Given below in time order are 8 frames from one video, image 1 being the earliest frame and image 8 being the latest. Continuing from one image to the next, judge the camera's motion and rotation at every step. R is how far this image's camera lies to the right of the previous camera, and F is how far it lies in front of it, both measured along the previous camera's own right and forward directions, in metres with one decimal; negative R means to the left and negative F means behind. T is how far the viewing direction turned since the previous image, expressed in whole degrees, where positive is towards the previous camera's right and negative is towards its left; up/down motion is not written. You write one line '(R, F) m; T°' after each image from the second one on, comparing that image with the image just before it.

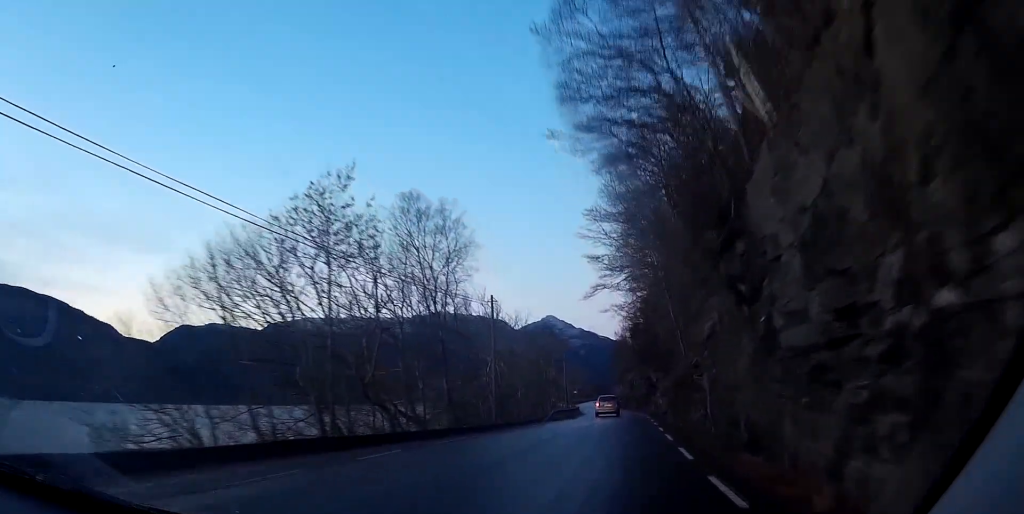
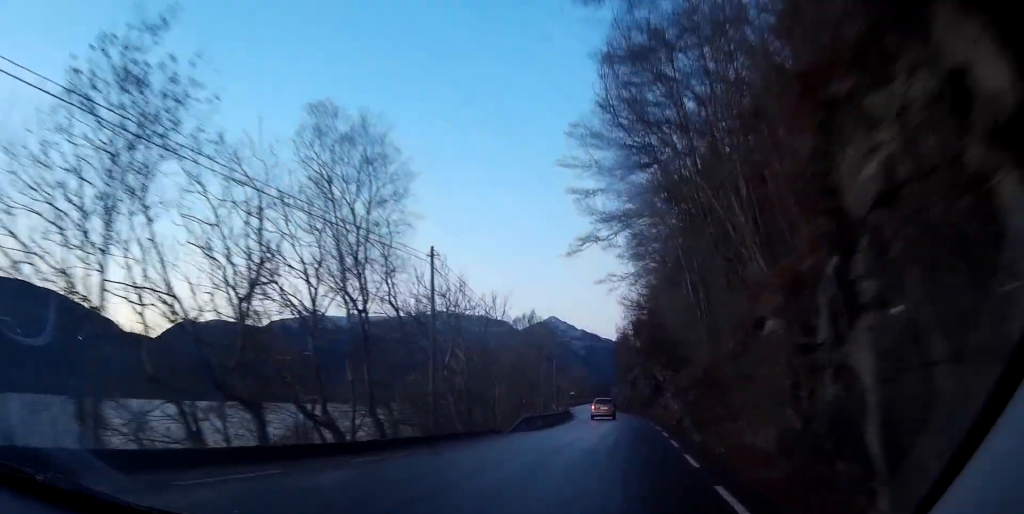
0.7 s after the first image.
(-0.1, +12.7) m; -2°
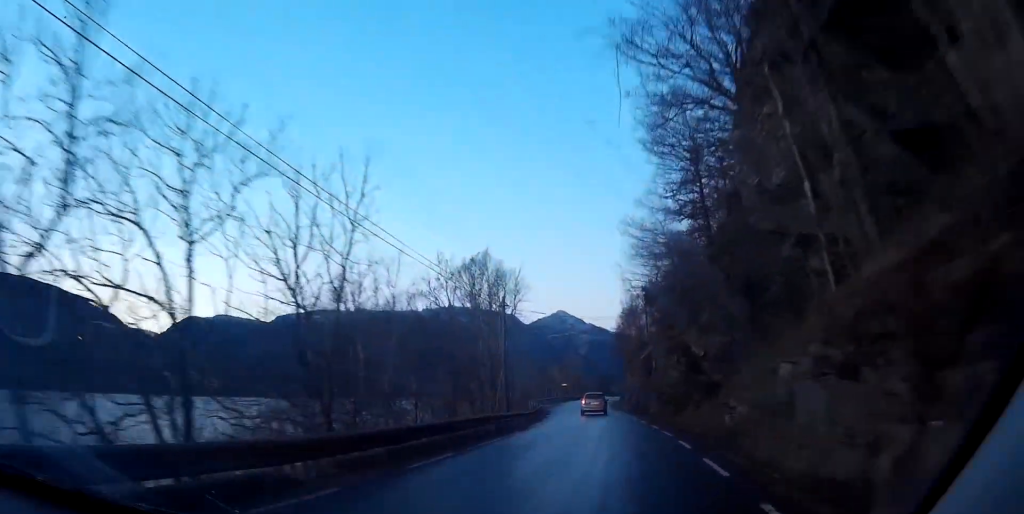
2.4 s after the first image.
(-1.0, +31.6) m; -4°
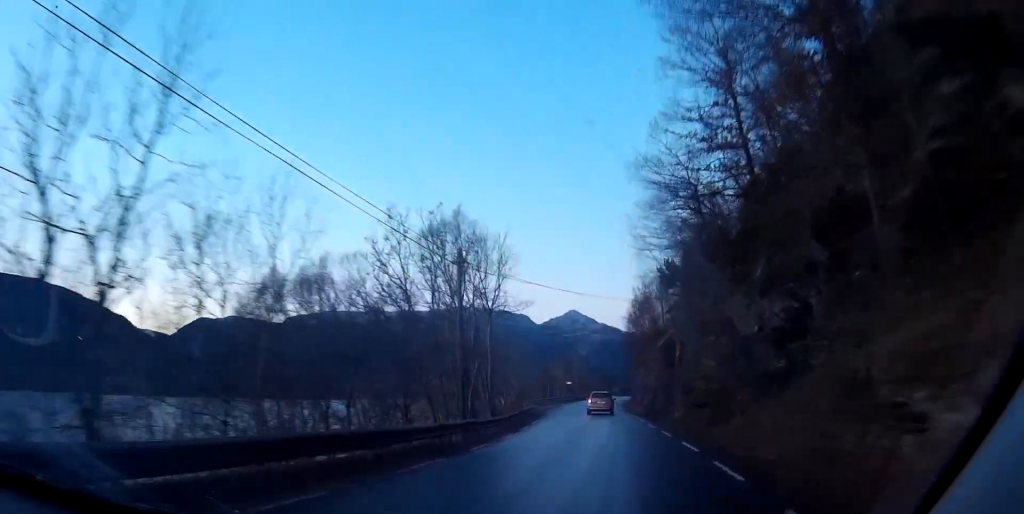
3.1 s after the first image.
(-0.2, +12.5) m; -2°
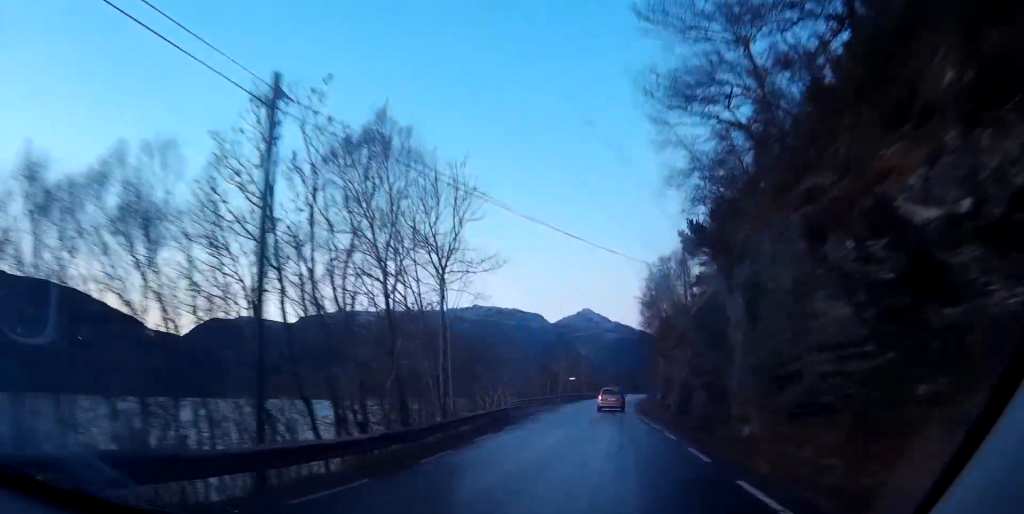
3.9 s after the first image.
(-0.4, +15.6) m; -3°
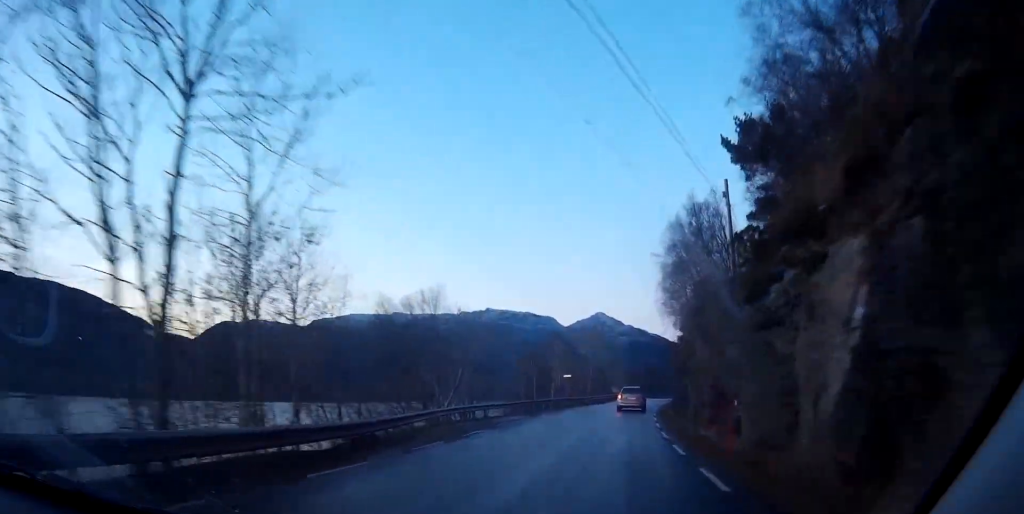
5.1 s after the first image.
(-0.7, +22.4) m; -2°
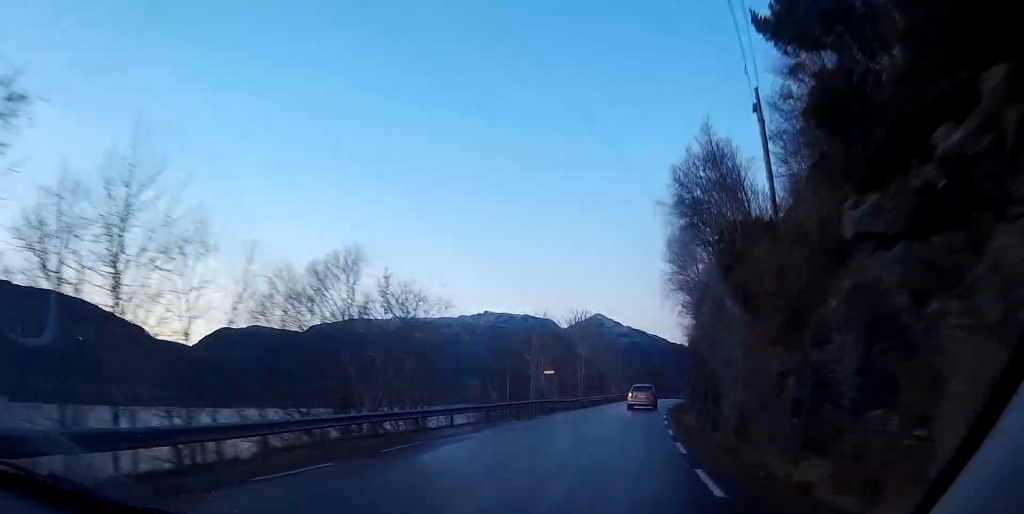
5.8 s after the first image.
(-0.1, +12.9) m; +1°
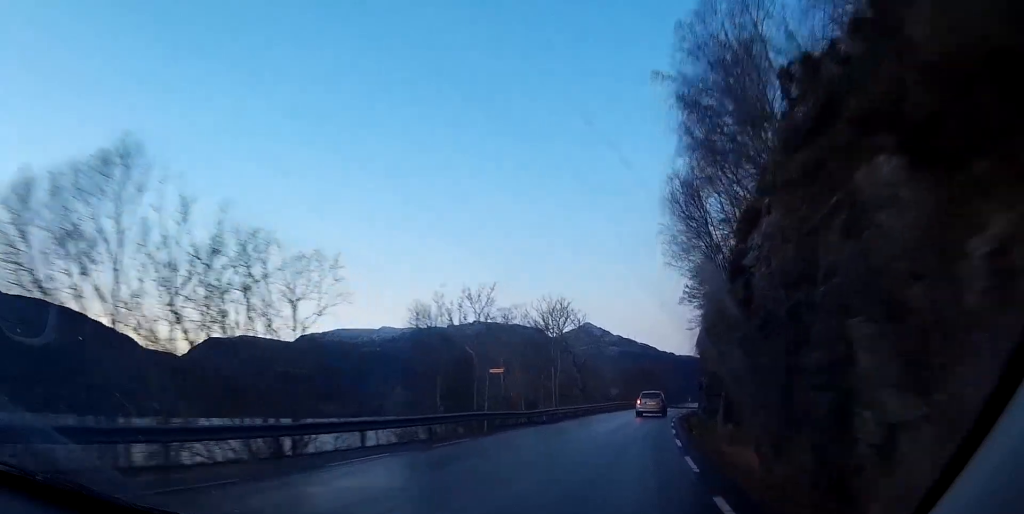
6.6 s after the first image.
(+0.3, +15.2) m; +2°
